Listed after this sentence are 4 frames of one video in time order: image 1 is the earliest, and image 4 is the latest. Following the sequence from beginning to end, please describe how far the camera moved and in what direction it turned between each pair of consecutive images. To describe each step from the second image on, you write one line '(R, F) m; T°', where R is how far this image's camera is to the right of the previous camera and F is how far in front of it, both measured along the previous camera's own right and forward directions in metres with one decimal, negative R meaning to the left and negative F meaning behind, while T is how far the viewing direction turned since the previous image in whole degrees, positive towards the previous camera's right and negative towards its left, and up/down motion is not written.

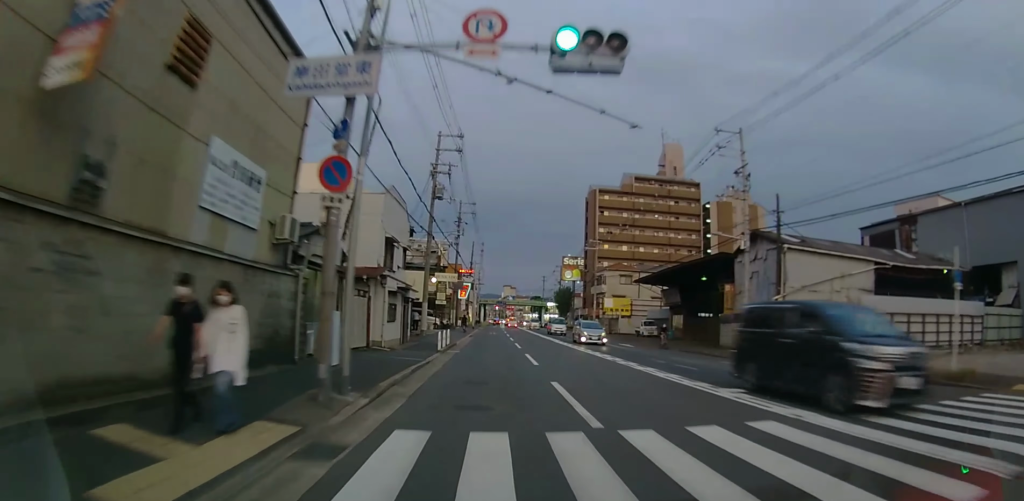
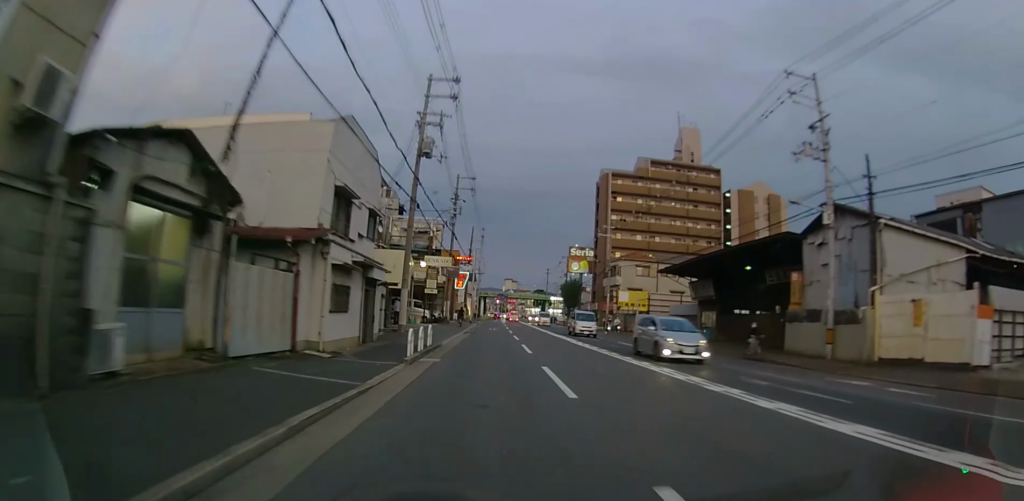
(-0.1, +7.7) m; 0°
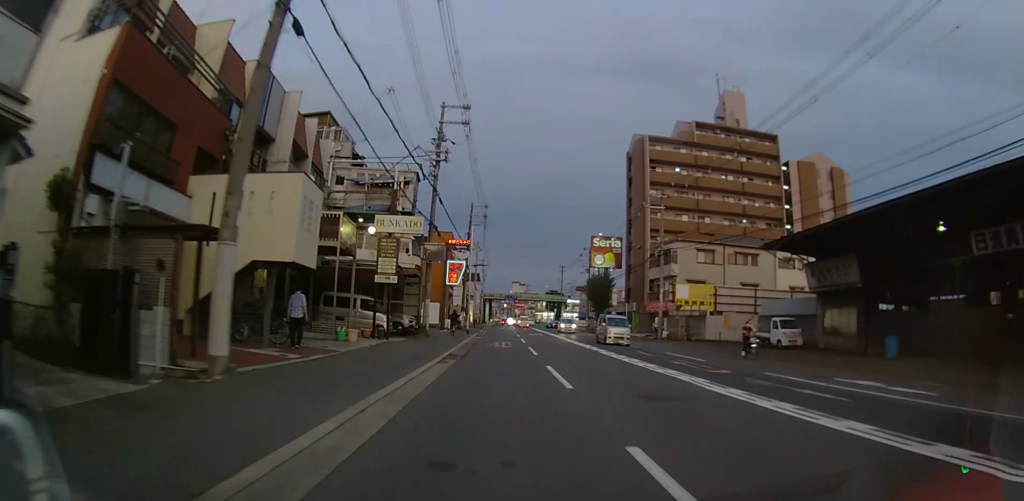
(-0.1, +17.5) m; -2°
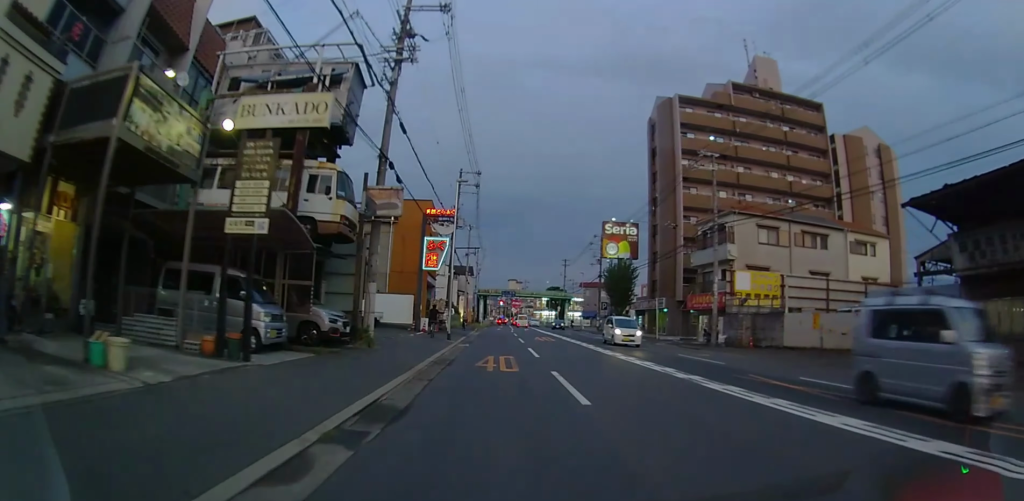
(-0.2, +11.8) m; -1°
